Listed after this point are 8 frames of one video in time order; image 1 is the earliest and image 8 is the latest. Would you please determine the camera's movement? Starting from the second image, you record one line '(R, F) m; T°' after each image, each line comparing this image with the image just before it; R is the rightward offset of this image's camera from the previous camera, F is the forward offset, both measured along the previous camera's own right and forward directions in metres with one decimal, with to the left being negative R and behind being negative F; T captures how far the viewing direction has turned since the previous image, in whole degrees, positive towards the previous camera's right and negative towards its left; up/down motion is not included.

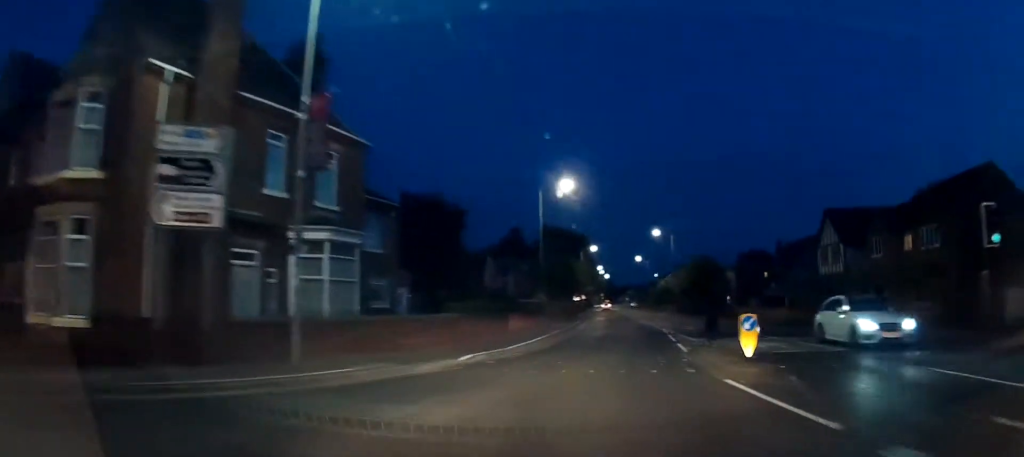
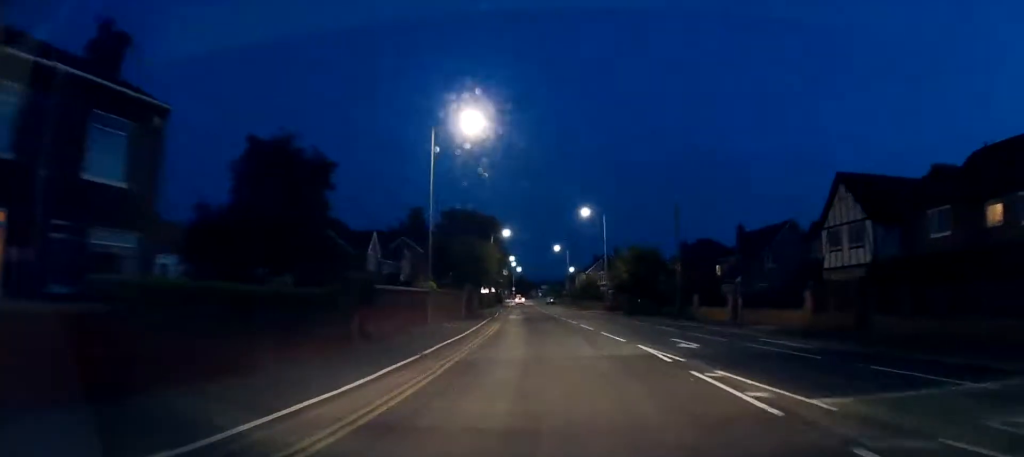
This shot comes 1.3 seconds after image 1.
(+1.2, +13.7) m; +10°
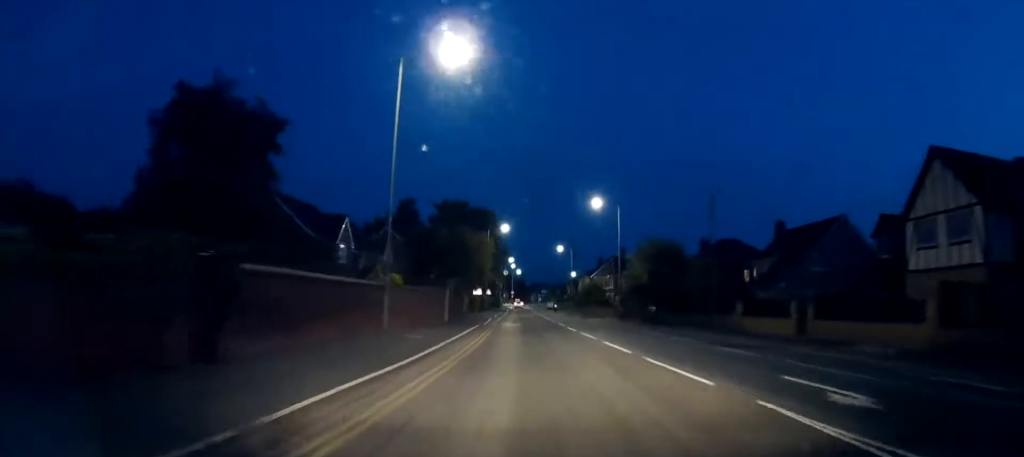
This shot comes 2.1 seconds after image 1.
(+0.4, +8.8) m; +4°
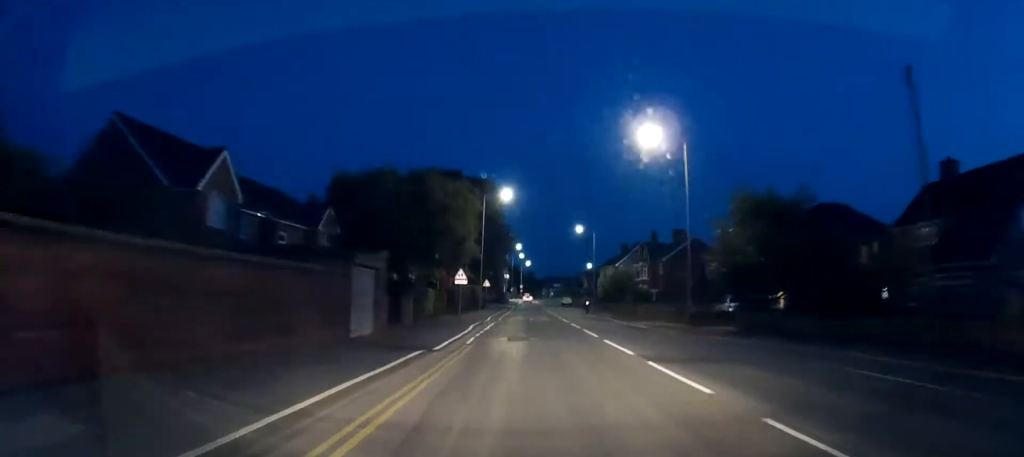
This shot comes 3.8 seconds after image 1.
(+0.9, +20.8) m; +2°
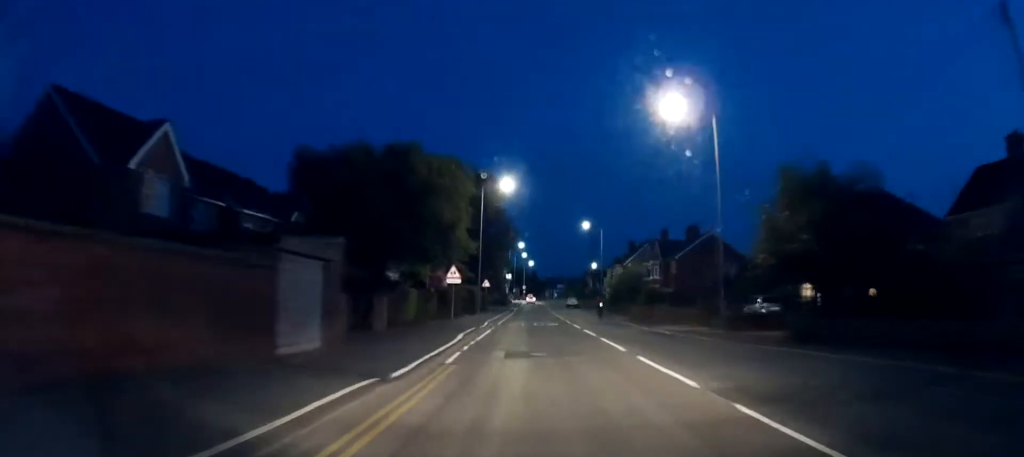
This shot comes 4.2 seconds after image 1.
(0.0, +5.4) m; -1°
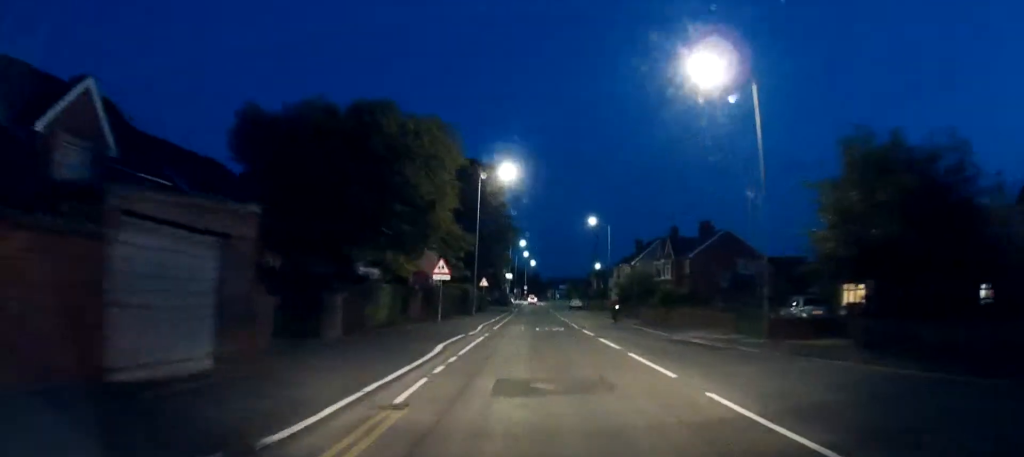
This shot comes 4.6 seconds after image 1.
(0.0, +5.4) m; -1°
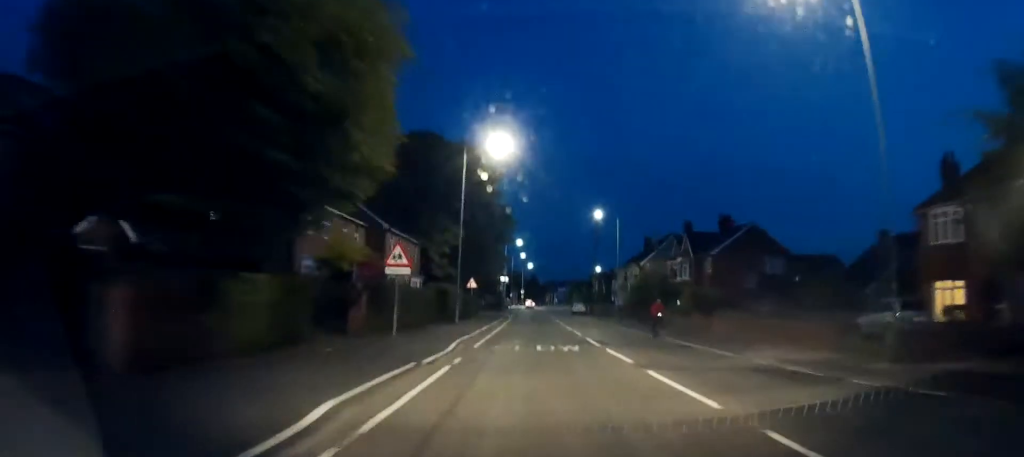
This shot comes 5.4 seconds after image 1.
(-0.1, +9.2) m; -1°
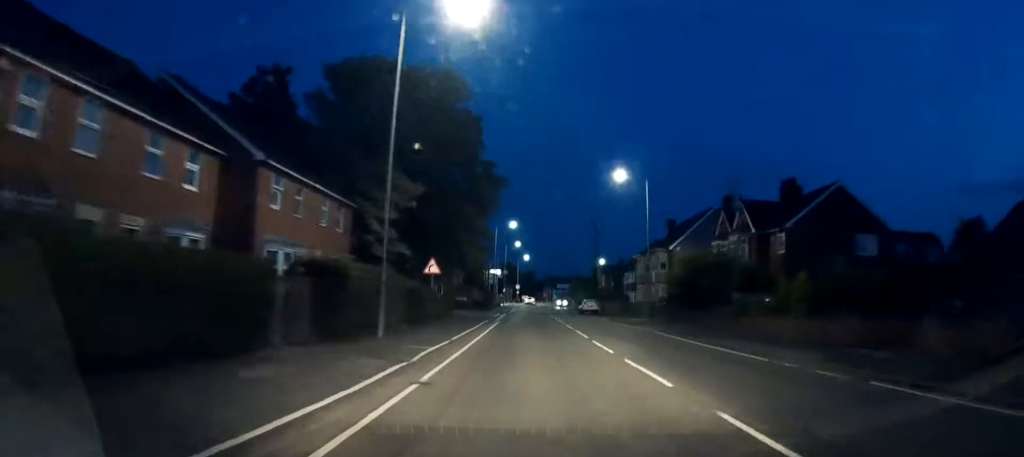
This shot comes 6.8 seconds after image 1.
(-0.1, +18.0) m; 0°
